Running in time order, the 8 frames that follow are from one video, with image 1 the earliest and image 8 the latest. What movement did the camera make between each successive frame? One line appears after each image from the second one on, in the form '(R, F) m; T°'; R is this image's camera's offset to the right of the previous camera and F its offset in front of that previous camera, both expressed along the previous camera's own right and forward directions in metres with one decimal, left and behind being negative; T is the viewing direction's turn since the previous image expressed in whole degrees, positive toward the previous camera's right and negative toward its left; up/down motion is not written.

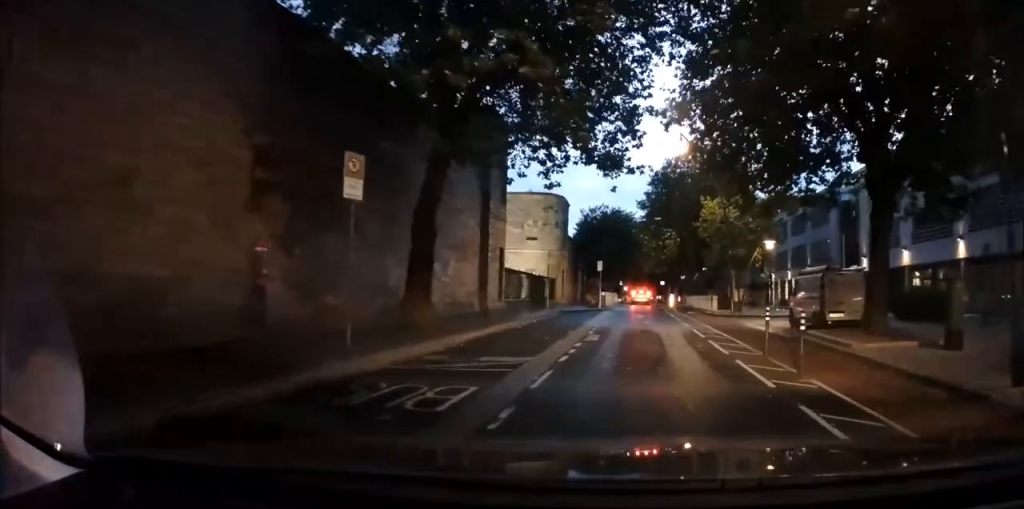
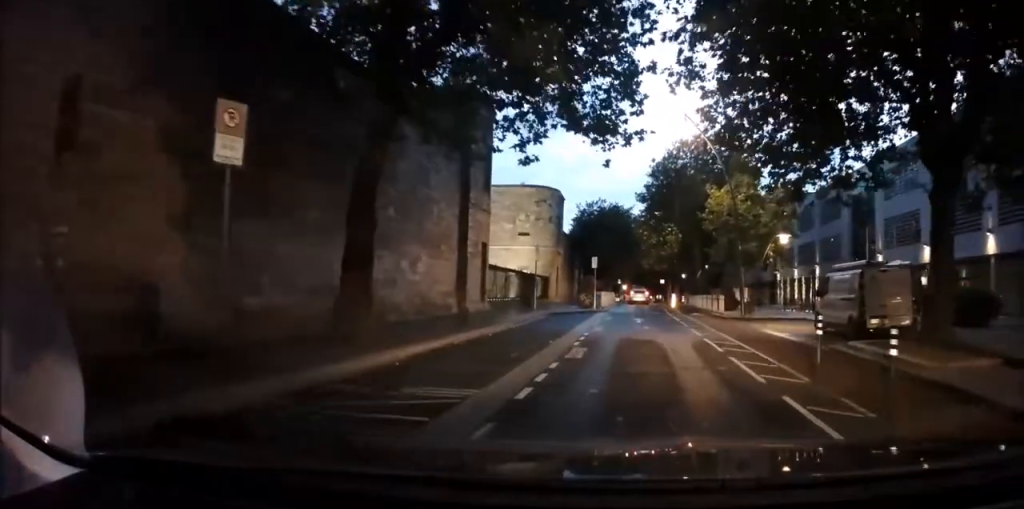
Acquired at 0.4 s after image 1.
(+0.1, +3.4) m; +2°
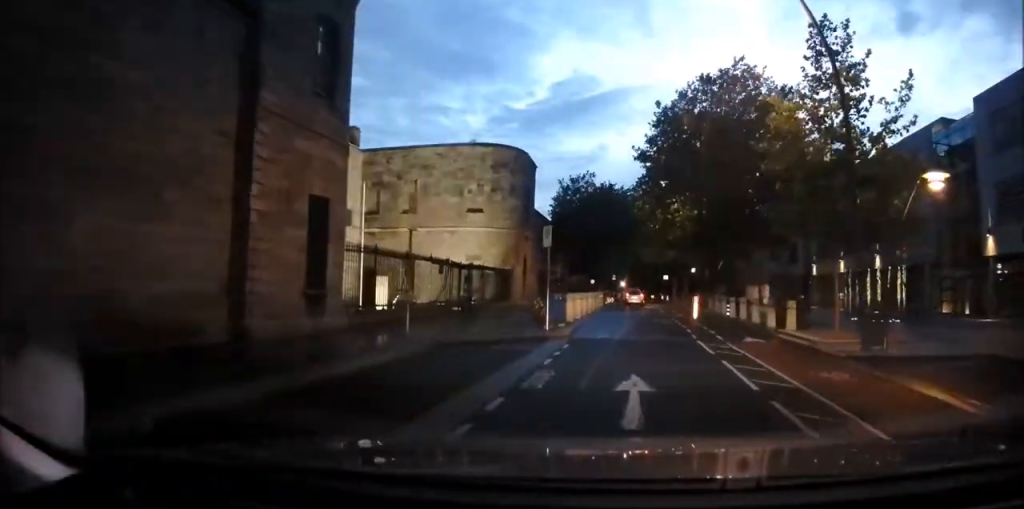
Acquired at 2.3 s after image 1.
(+1.2, +16.0) m; +1°
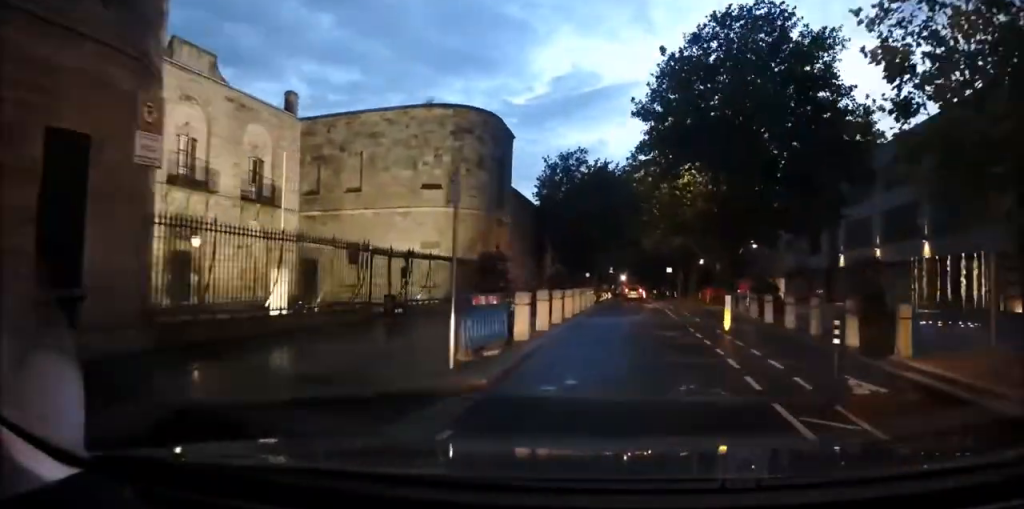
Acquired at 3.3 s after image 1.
(-0.7, +8.7) m; -1°
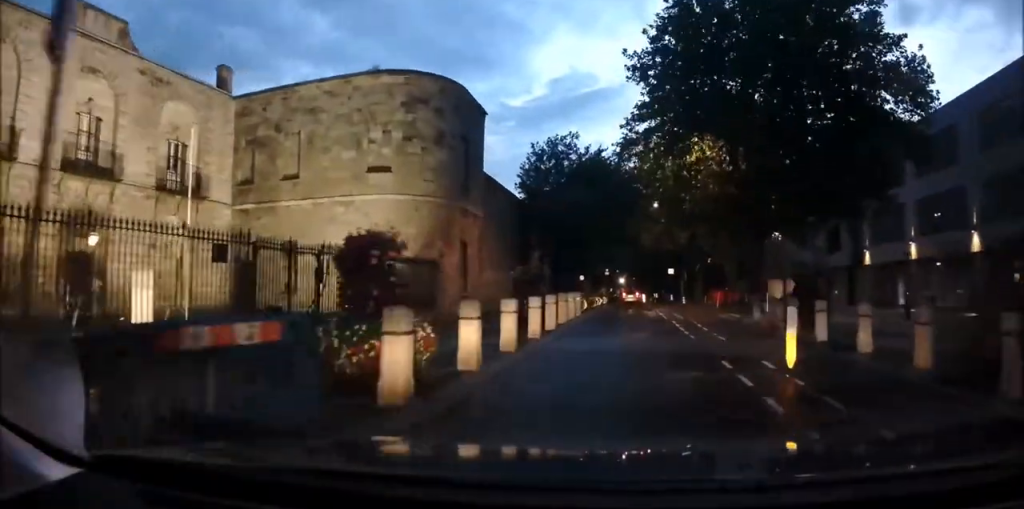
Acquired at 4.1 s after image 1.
(+0.3, +6.8) m; +6°
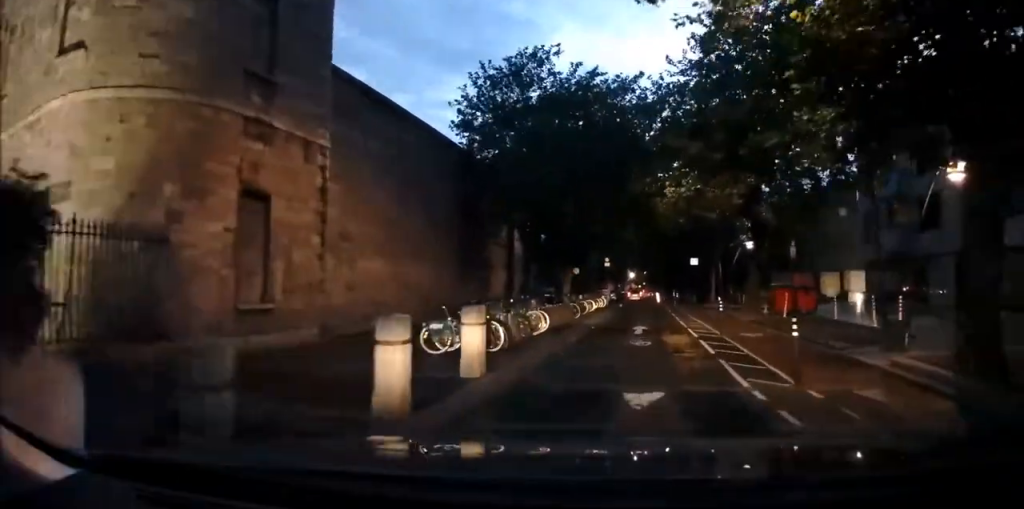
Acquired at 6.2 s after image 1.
(-1.1, +17.7) m; -4°
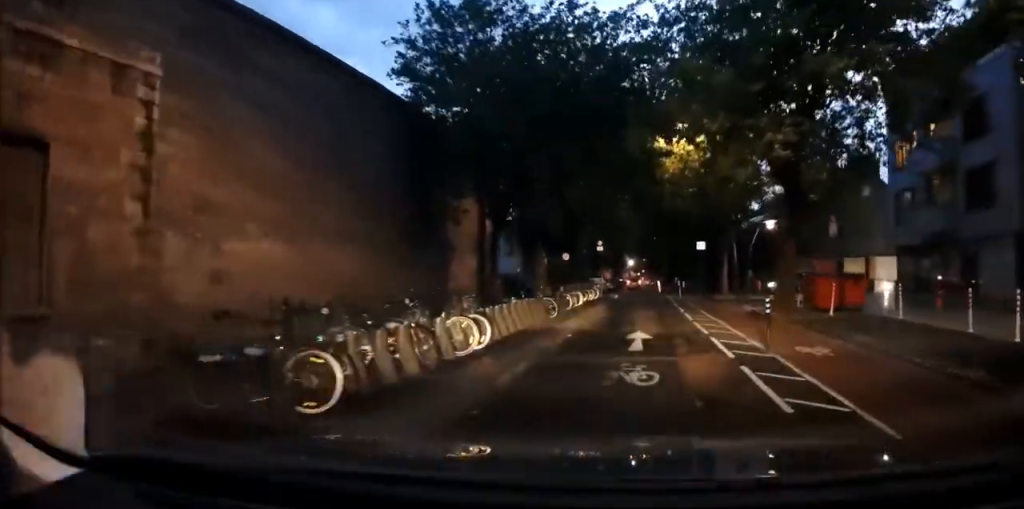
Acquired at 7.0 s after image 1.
(+0.8, +6.6) m; +3°
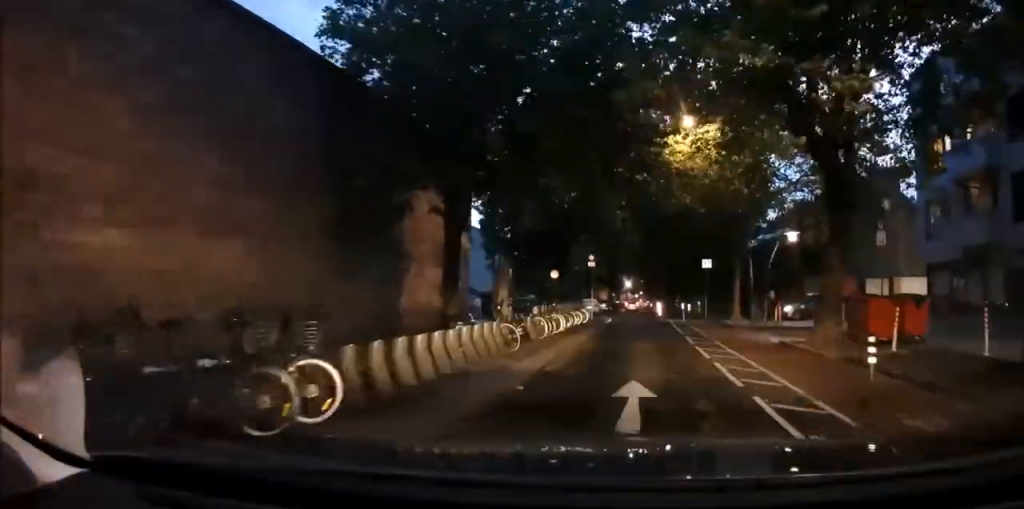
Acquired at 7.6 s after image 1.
(-0.2, +5.2) m; -3°
